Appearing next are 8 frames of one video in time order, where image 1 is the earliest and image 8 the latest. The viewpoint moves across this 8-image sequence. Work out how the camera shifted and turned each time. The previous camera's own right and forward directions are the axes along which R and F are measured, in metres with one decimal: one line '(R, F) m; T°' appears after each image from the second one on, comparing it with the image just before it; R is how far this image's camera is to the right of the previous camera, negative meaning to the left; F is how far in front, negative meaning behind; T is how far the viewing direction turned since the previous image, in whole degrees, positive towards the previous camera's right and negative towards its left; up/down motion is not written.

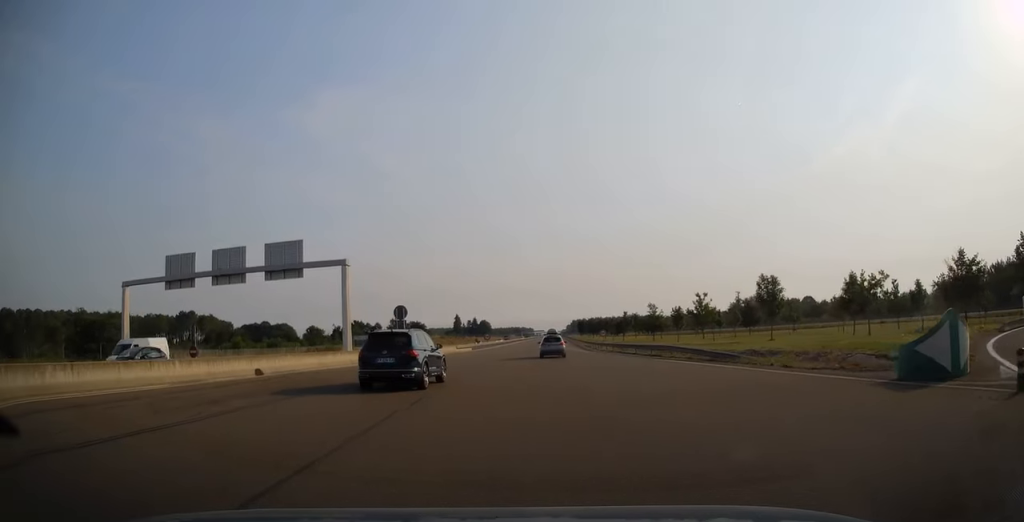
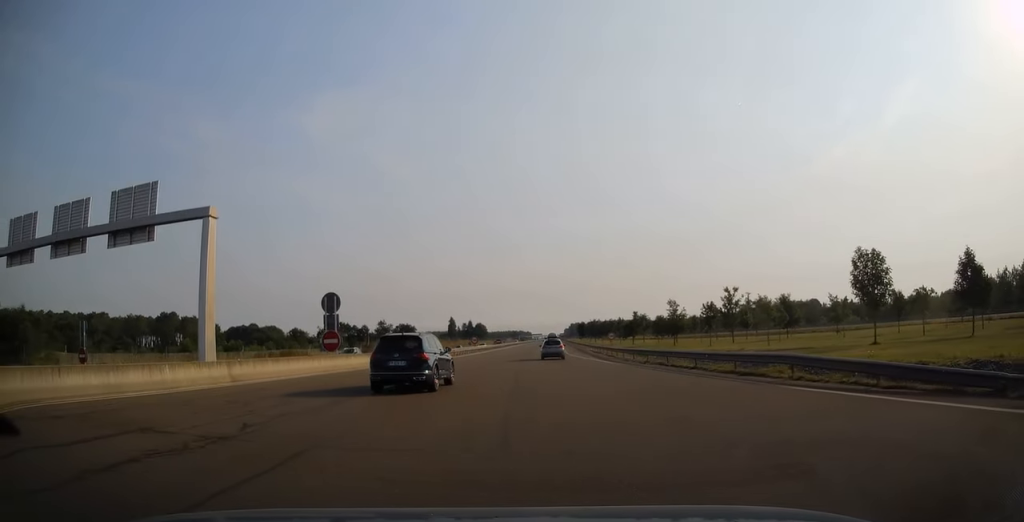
(+0.2, +17.1) m; 0°
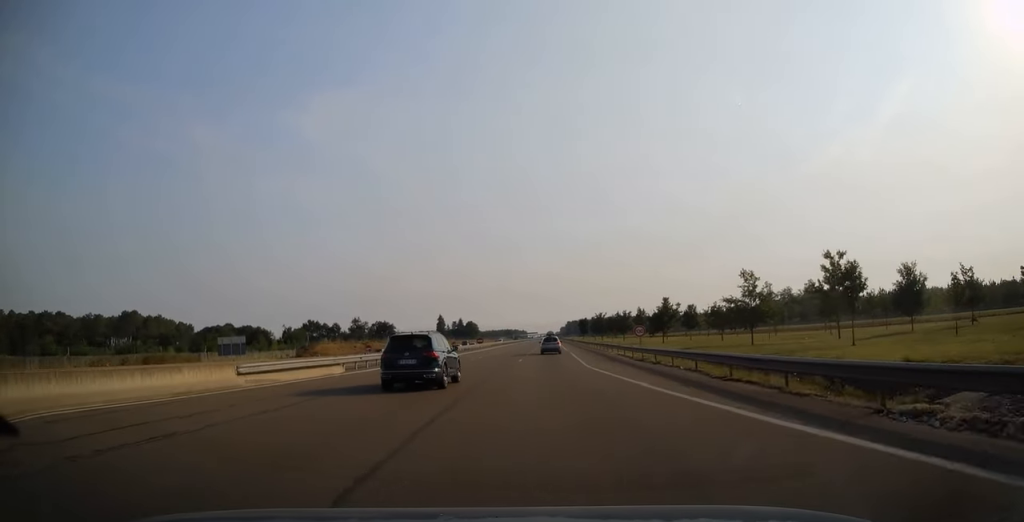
(-0.1, +32.3) m; 0°
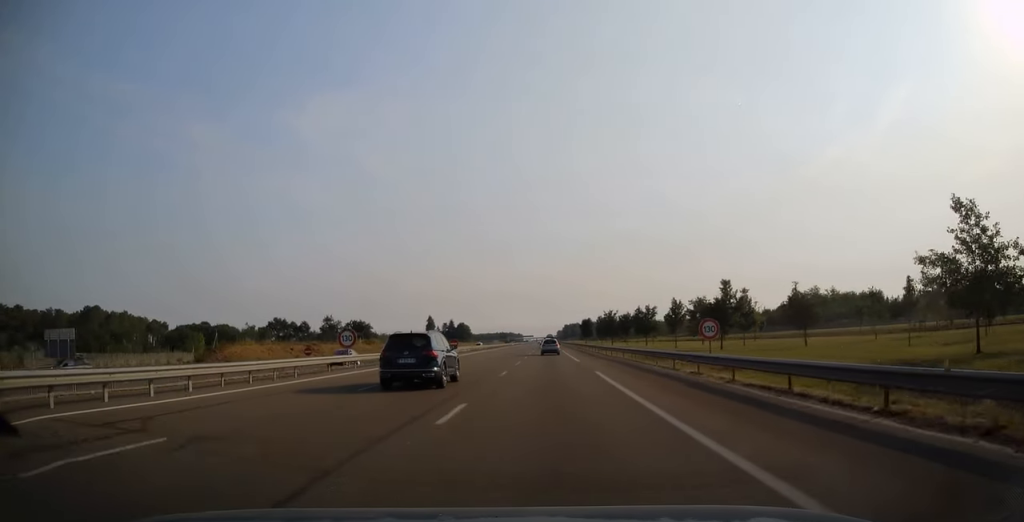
(+0.1, +28.4) m; 0°
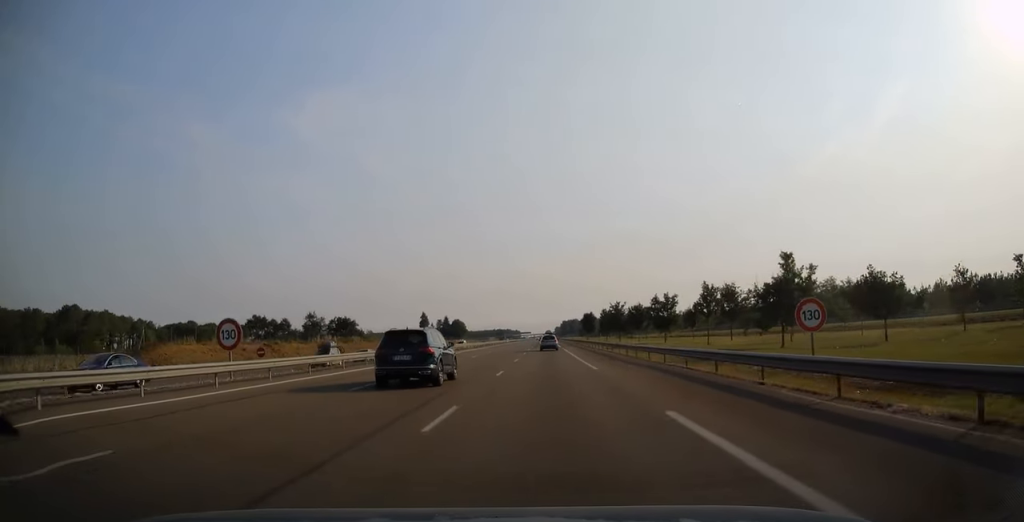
(+0.1, +14.4) m; 0°
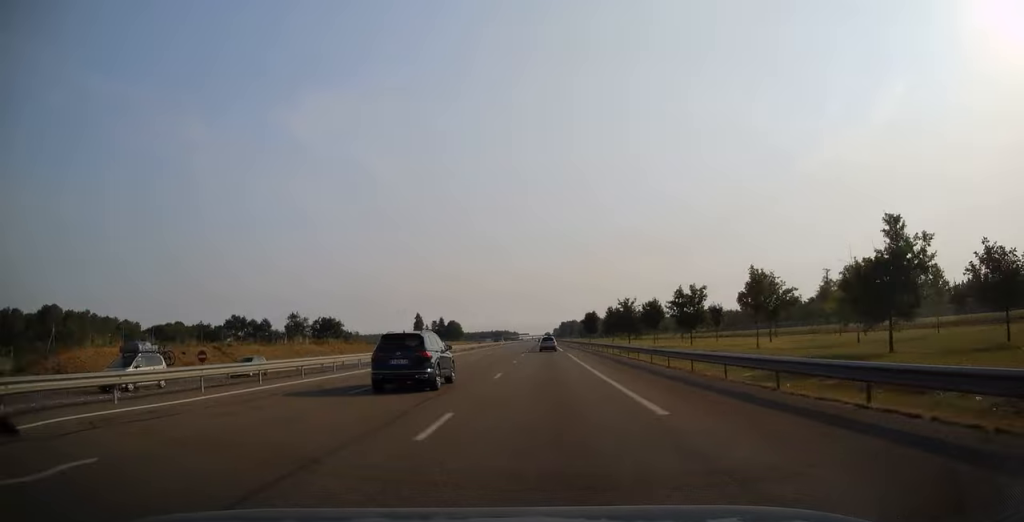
(0.0, +13.3) m; 0°
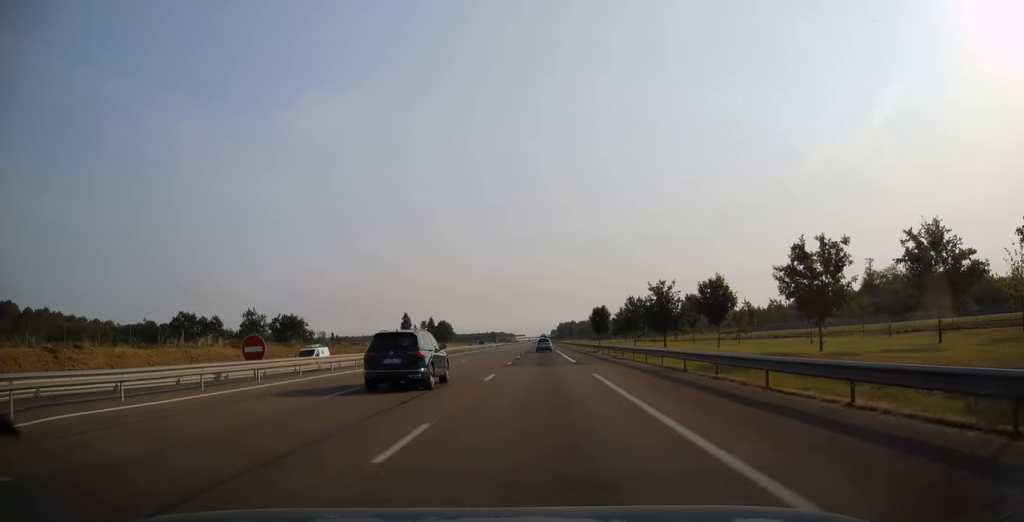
(-0.1, +28.2) m; 0°
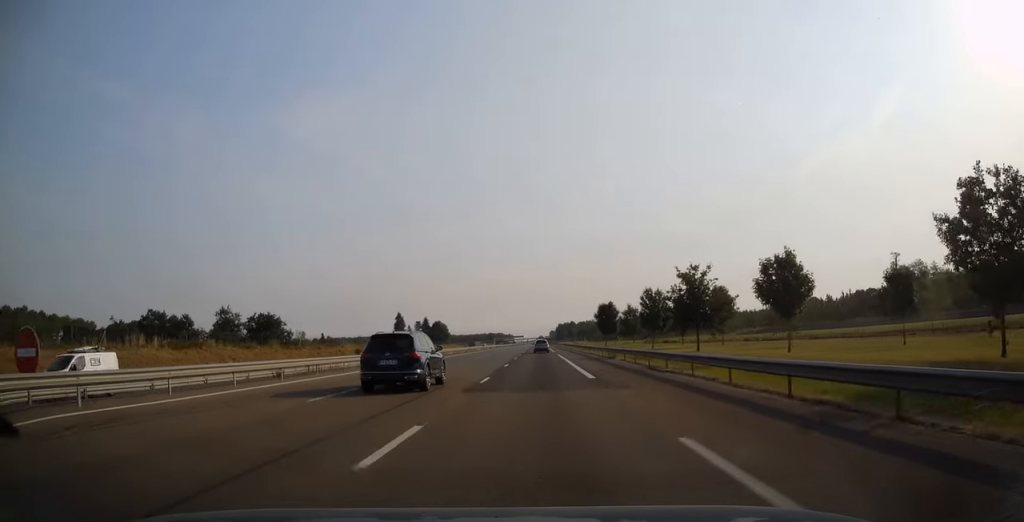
(-0.1, +13.8) m; 0°
